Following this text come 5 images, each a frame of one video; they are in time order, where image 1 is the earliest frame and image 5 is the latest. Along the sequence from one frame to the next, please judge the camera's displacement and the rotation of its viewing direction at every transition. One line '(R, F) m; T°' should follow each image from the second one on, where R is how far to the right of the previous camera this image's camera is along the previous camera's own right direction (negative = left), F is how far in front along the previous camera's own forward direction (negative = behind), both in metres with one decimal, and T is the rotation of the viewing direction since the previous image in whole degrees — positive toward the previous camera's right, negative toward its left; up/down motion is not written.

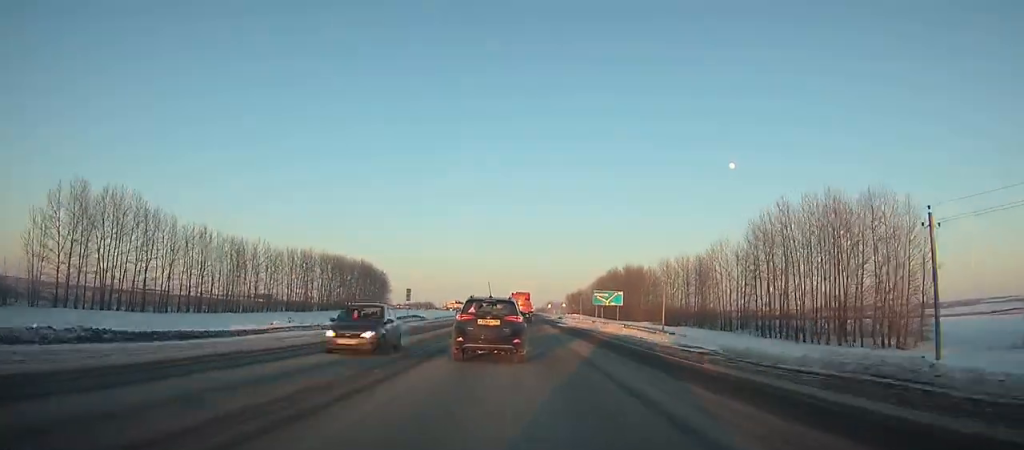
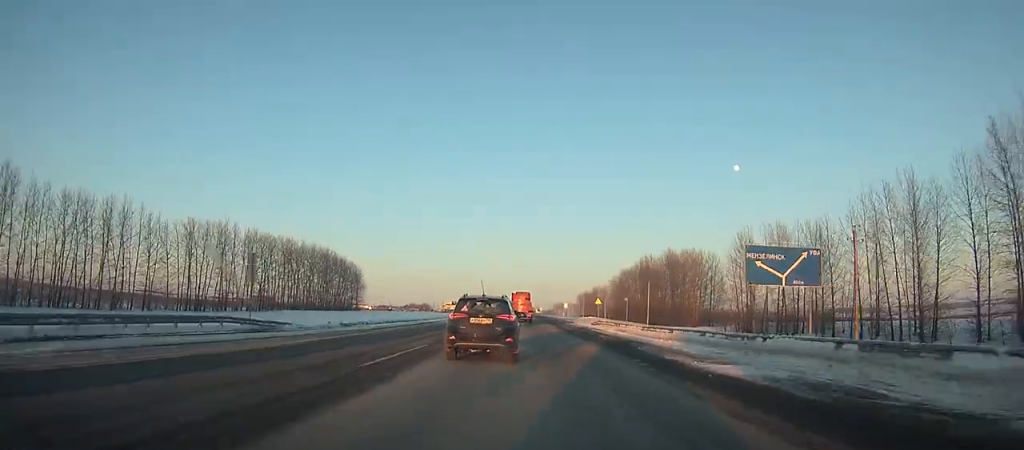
(-0.1, +54.2) m; 0°
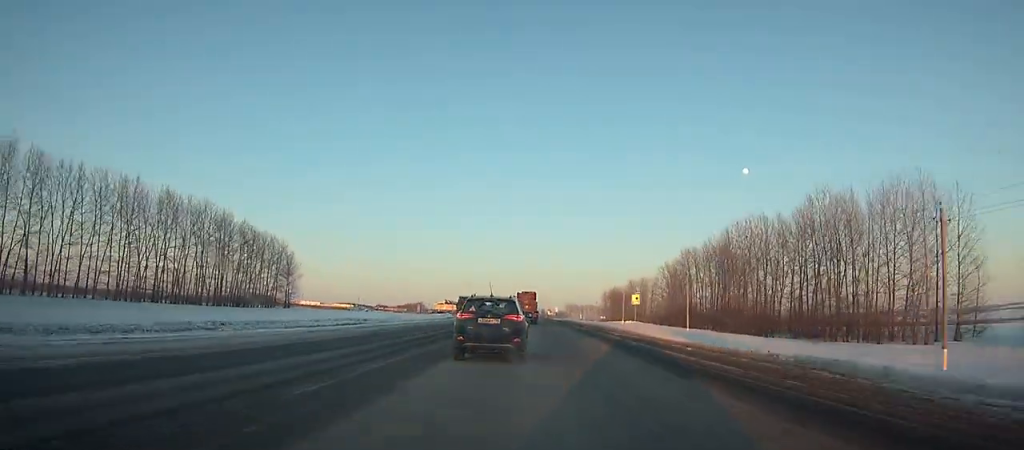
(-0.1, +76.7) m; 0°
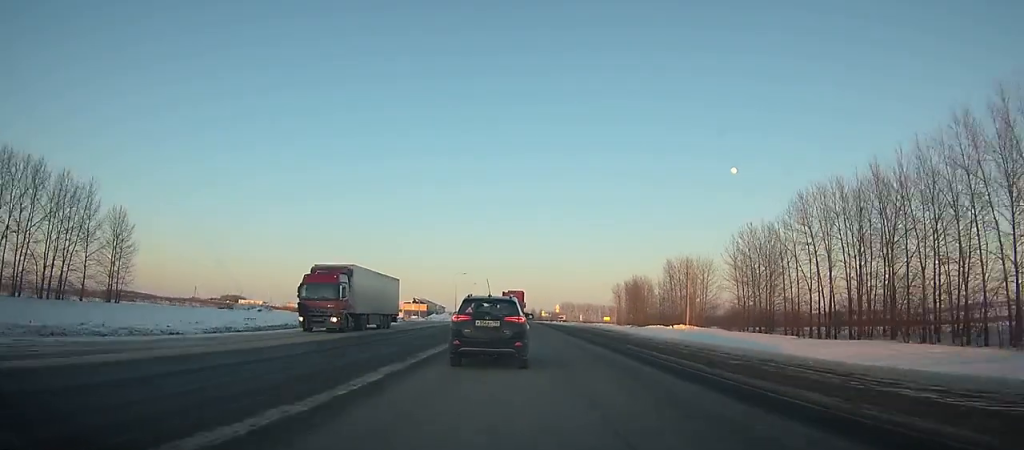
(0.0, +65.4) m; 0°
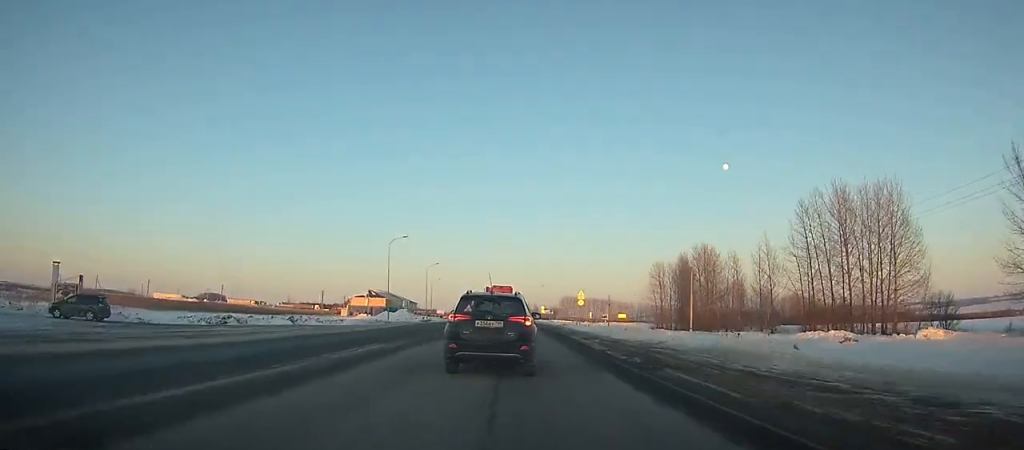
(+0.6, +67.5) m; 0°
